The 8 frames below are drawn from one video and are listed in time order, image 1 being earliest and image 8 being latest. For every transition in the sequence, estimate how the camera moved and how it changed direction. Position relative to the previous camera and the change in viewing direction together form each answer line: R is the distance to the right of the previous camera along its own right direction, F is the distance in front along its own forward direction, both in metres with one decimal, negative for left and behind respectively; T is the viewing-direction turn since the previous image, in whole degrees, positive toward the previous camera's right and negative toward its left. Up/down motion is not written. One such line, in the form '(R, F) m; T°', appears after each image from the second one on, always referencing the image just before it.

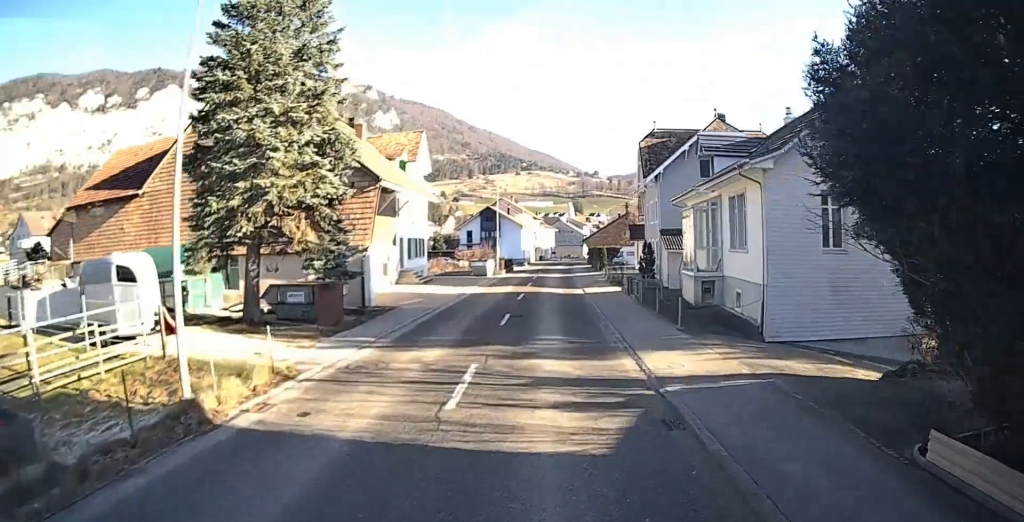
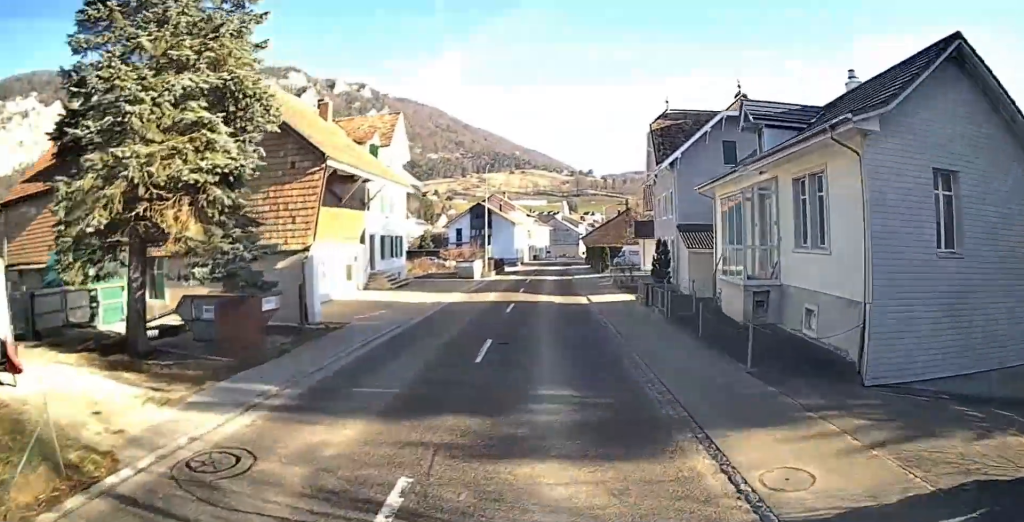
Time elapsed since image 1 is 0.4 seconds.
(0.0, +5.9) m; 0°
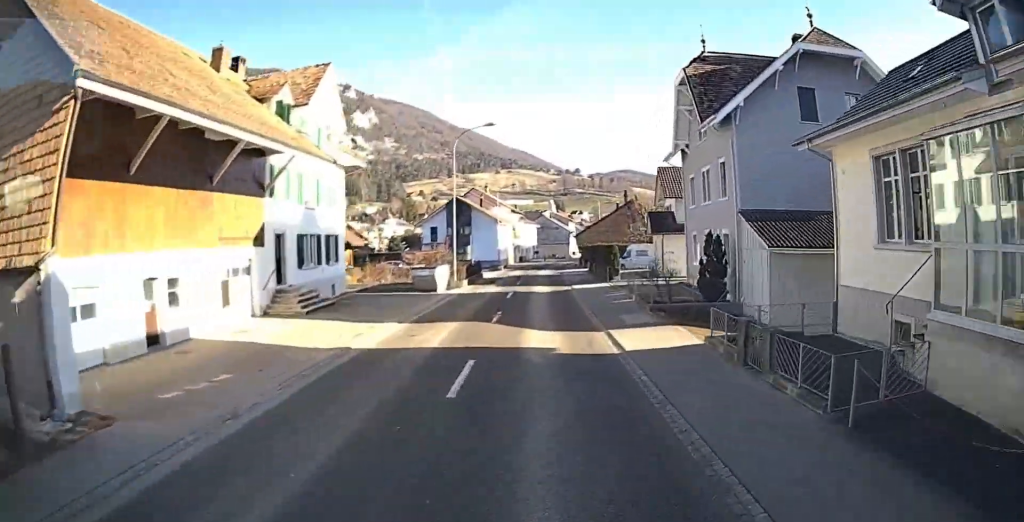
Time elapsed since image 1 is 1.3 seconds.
(+0.2, +11.5) m; +1°
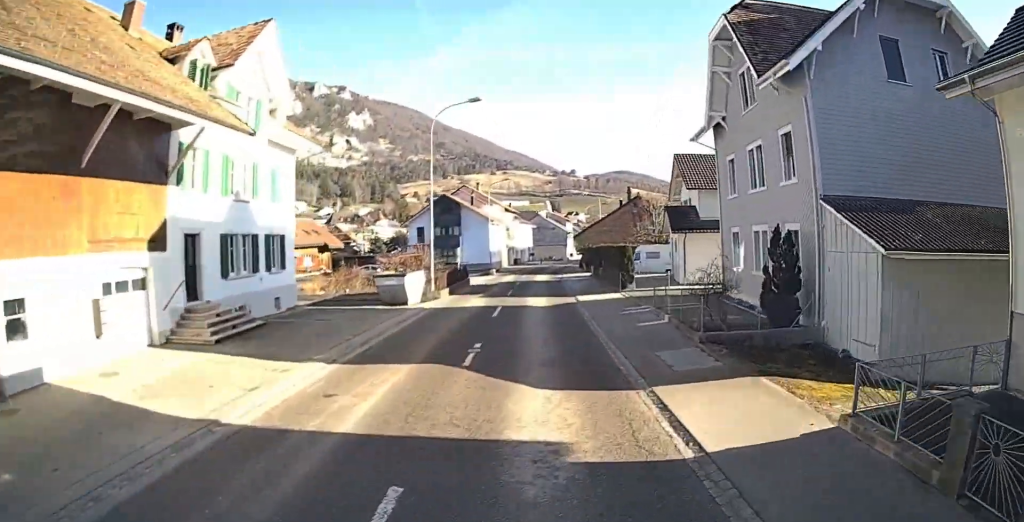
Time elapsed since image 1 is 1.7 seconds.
(0.0, +6.4) m; 0°
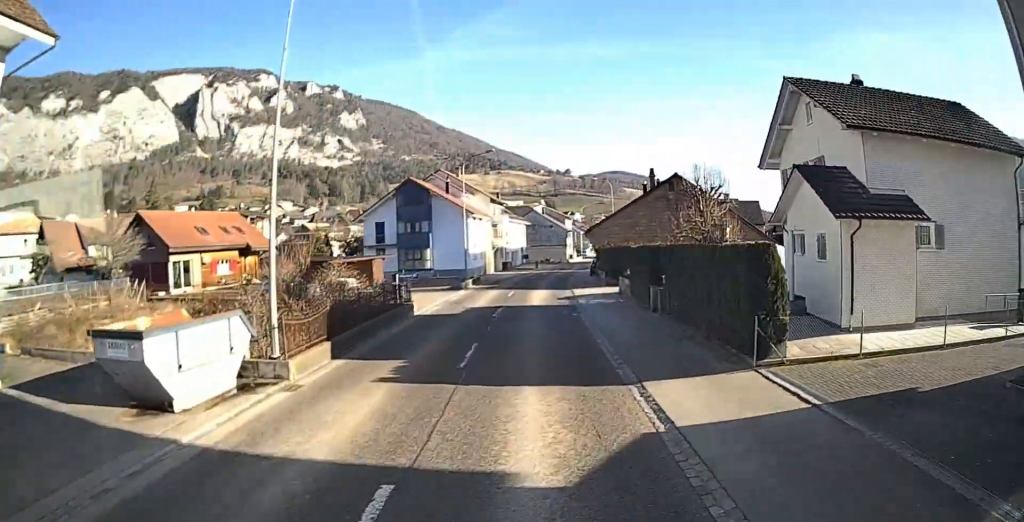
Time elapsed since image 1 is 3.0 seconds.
(0.0, +17.4) m; +1°
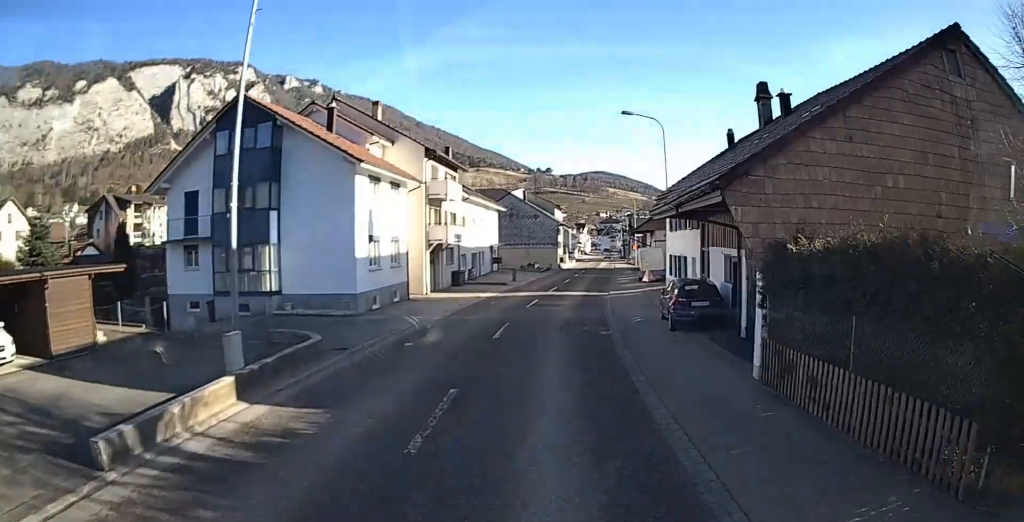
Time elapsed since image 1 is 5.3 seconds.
(+0.7, +31.2) m; +2°
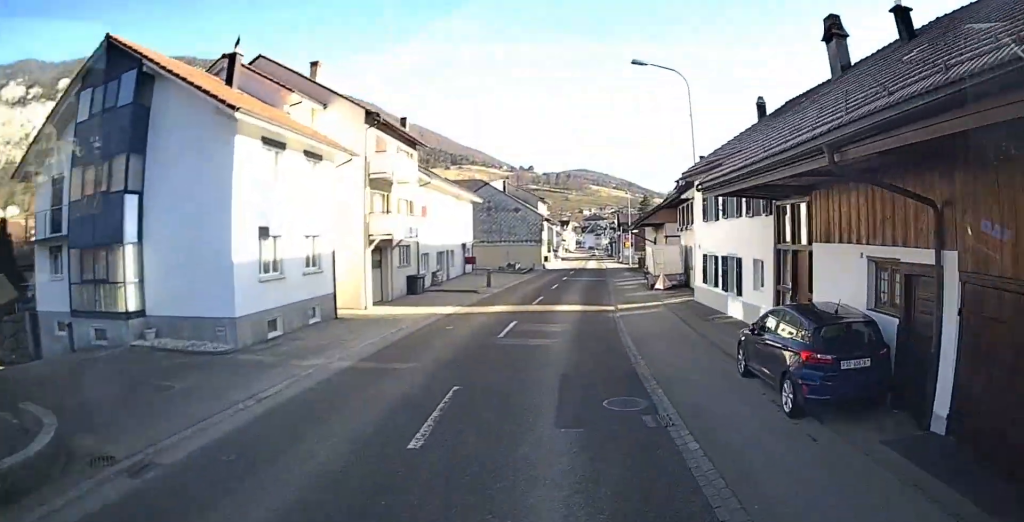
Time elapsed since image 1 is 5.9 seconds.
(+0.1, +8.7) m; +1°
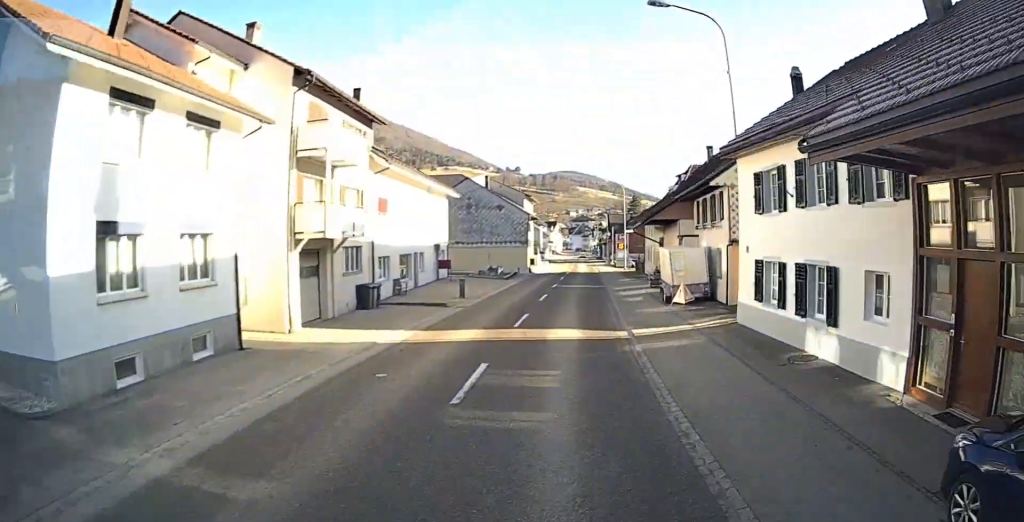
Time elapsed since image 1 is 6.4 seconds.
(0.0, +6.4) m; +1°
